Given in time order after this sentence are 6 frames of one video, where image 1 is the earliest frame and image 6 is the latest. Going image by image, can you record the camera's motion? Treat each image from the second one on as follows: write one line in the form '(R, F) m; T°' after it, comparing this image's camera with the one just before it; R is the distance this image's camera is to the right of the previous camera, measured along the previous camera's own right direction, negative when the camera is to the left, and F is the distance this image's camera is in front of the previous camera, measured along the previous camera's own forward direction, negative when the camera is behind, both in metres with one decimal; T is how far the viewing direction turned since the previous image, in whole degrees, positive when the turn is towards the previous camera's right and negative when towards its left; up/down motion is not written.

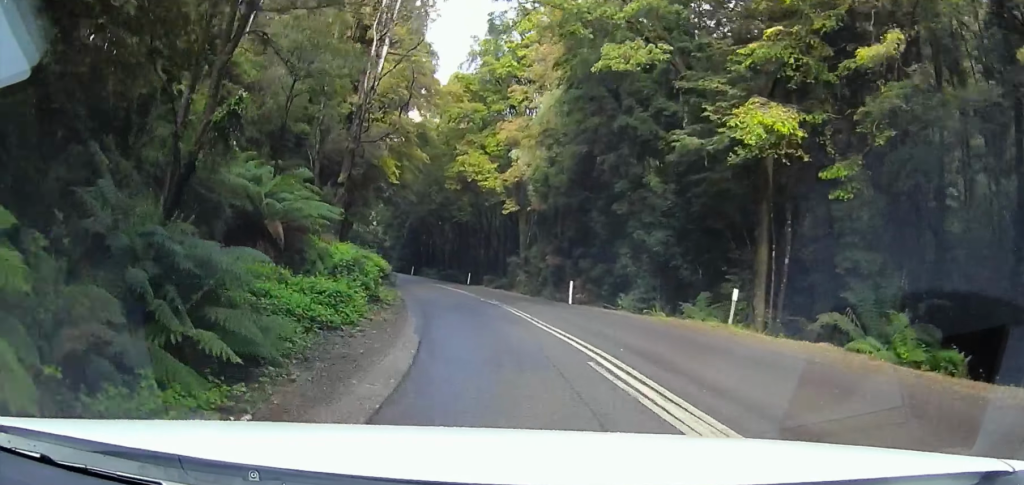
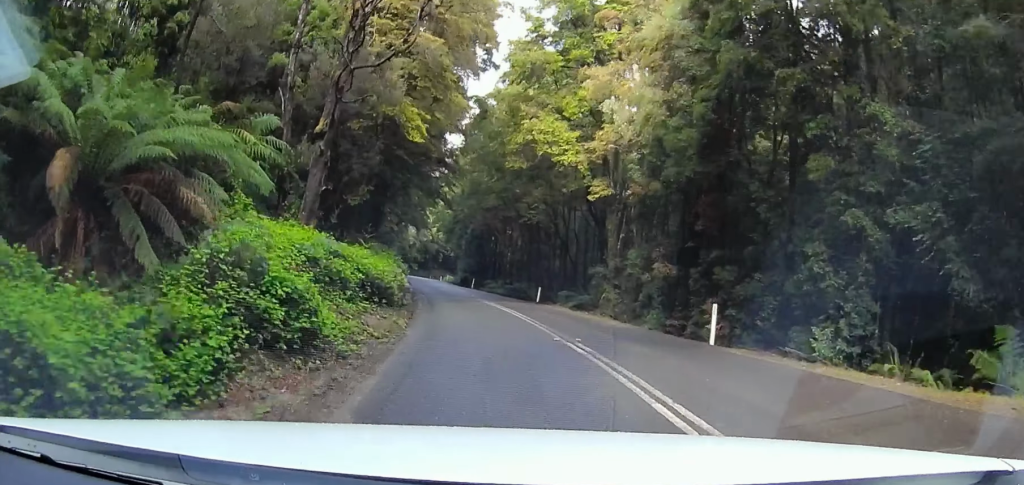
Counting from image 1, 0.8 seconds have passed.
(-0.2, +11.8) m; -6°
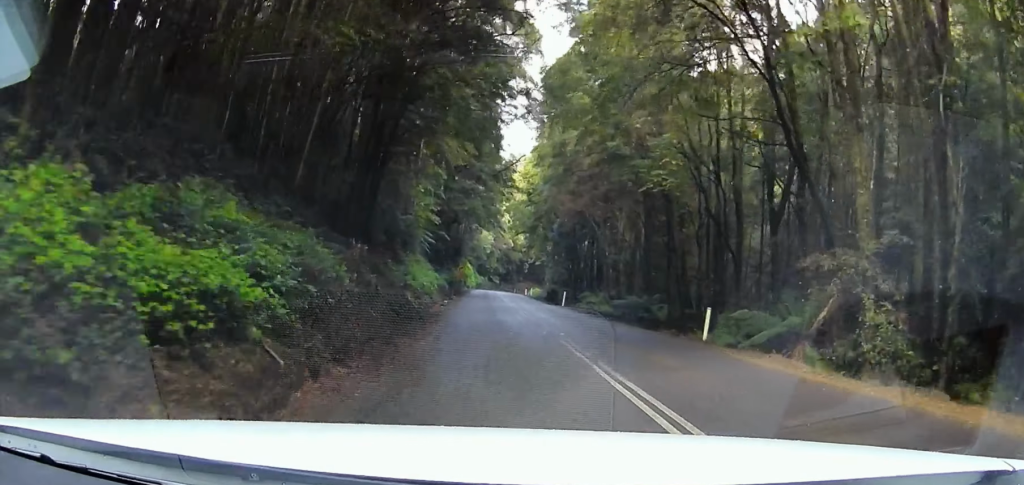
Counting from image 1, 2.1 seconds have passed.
(-2.4, +19.0) m; -14°
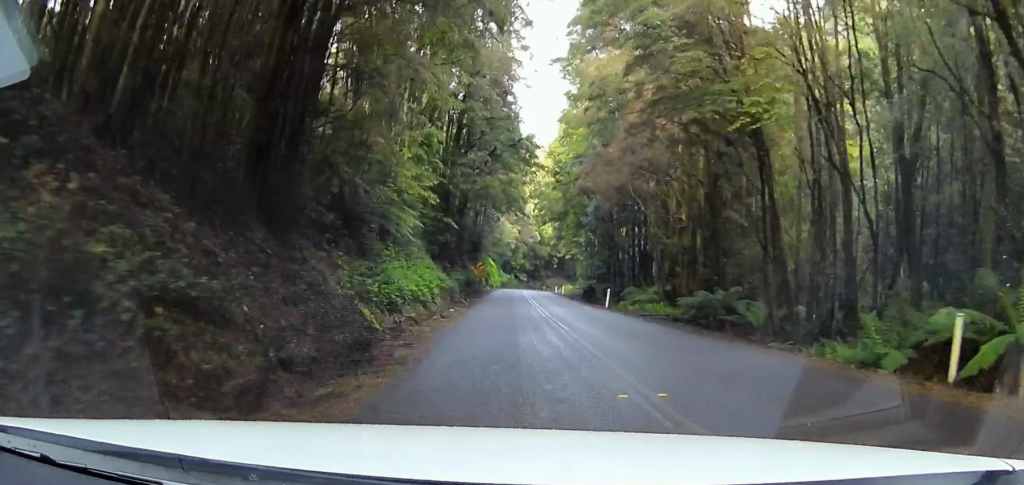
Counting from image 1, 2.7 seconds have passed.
(-0.2, +9.3) m; -6°
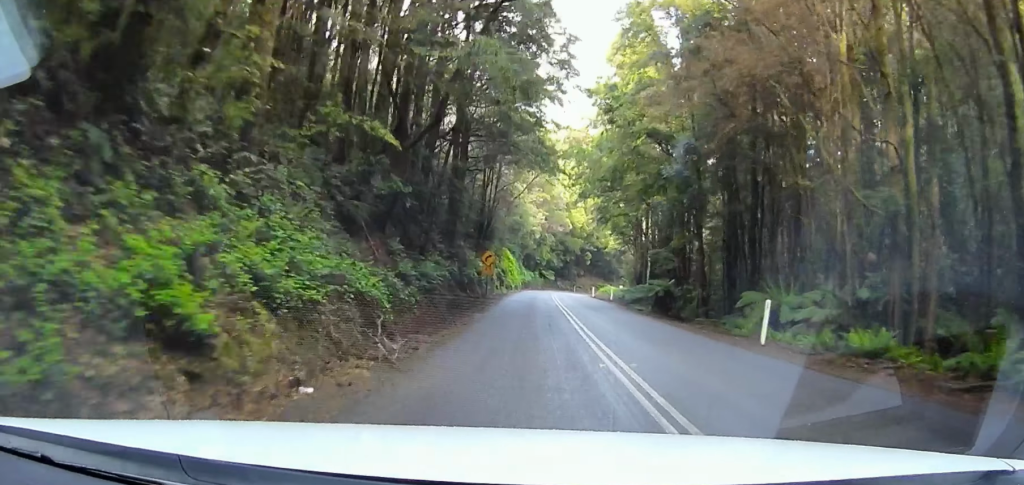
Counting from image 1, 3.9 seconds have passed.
(-2.1, +20.0) m; -6°
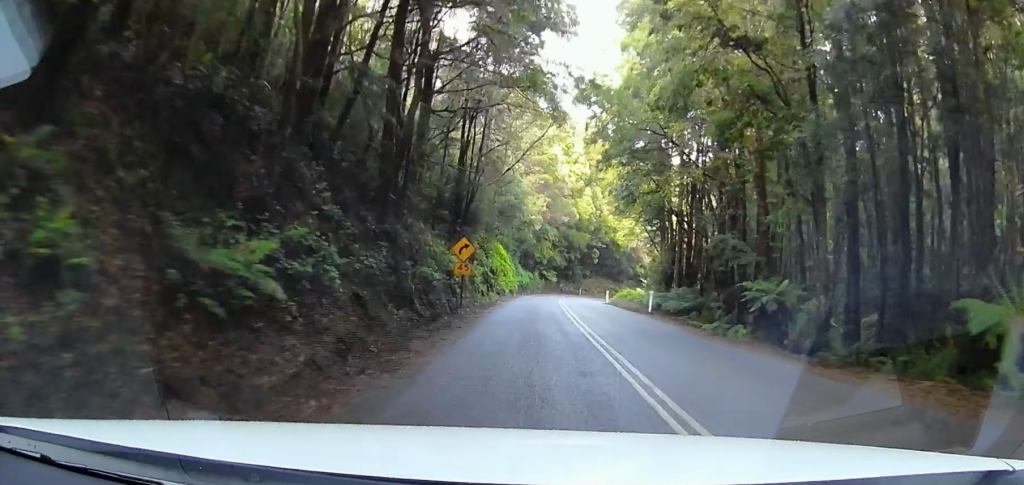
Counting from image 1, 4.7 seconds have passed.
(0.0, +14.2) m; 0°
